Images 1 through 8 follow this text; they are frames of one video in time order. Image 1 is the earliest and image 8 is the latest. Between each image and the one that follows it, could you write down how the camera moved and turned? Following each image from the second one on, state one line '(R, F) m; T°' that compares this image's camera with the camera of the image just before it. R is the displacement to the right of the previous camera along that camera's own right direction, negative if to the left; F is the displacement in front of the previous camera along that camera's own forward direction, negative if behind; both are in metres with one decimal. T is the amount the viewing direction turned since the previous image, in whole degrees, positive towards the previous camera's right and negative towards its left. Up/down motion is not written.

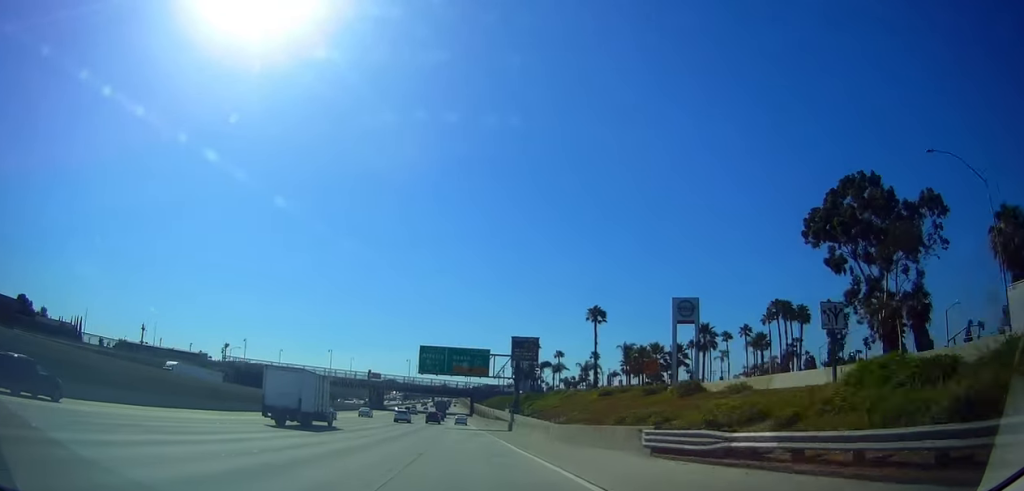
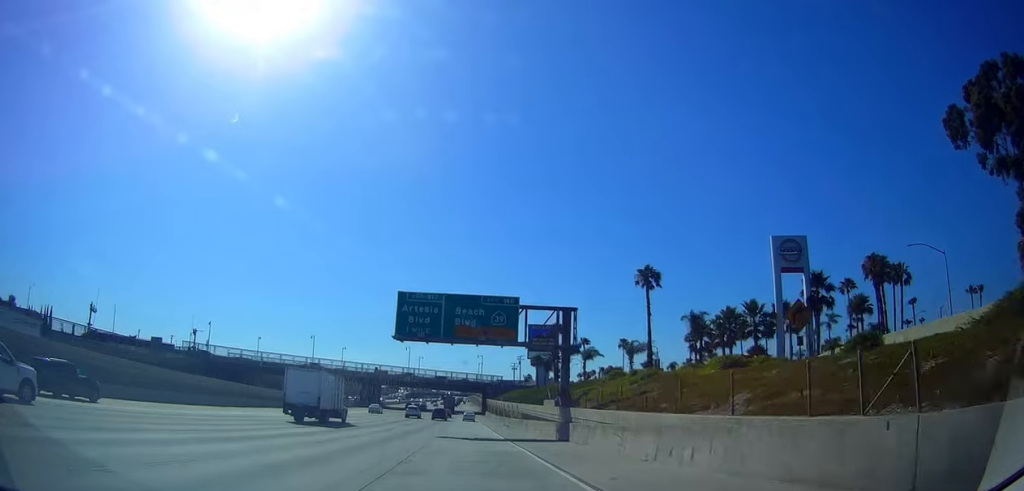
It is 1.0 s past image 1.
(-0.2, +27.0) m; 0°
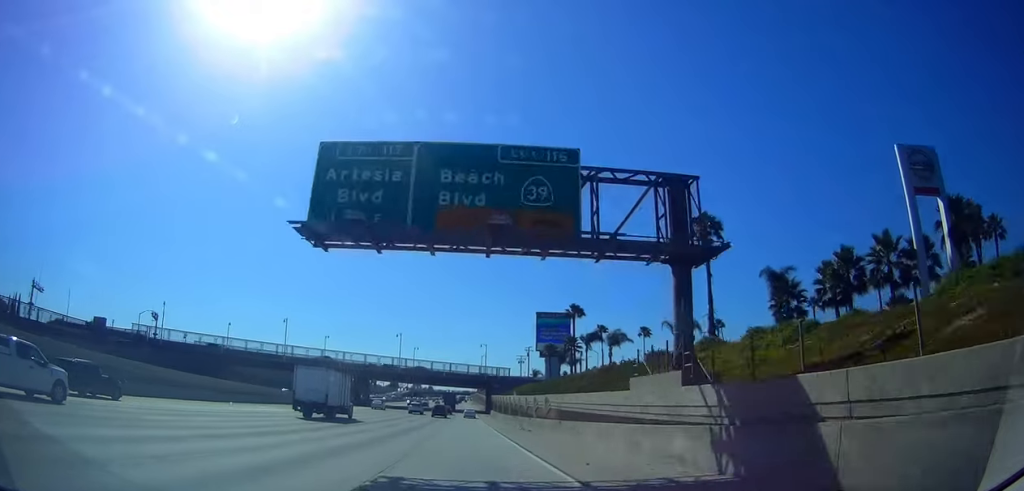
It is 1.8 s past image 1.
(+0.3, +20.7) m; -1°
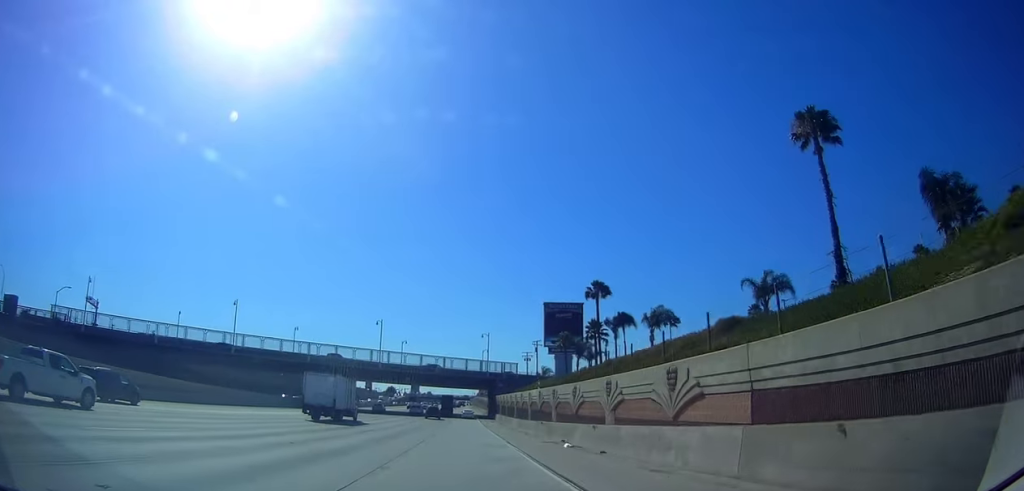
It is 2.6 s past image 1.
(-0.9, +23.4) m; -2°
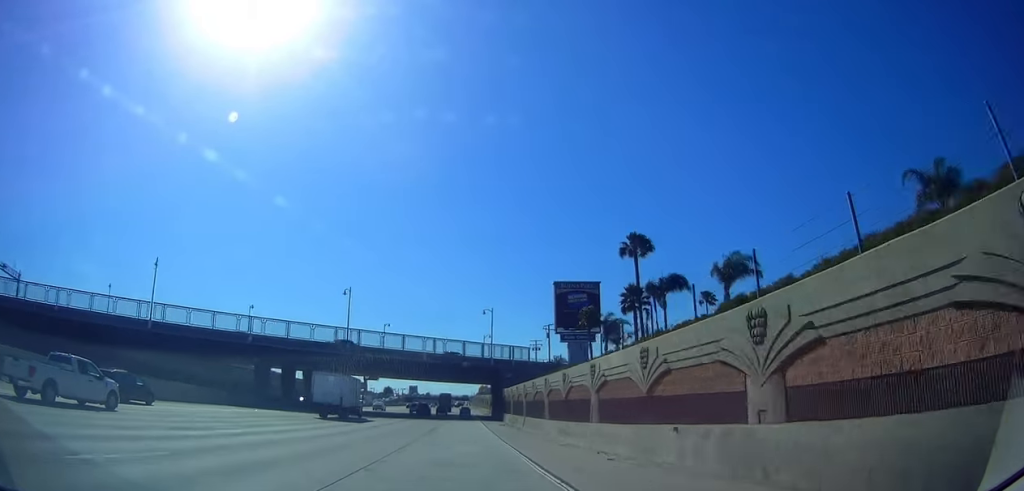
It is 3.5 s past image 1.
(0.0, +23.3) m; +1°
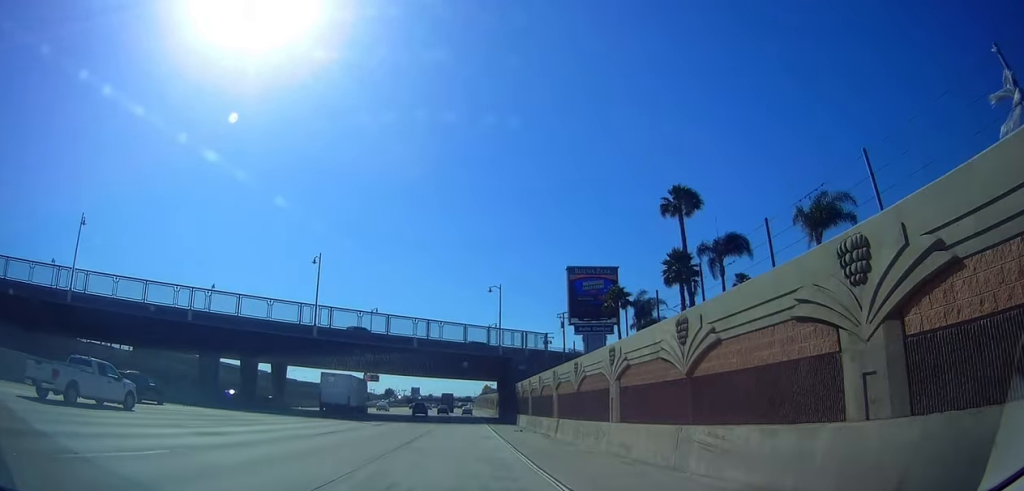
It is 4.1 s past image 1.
(+0.3, +15.2) m; +1°
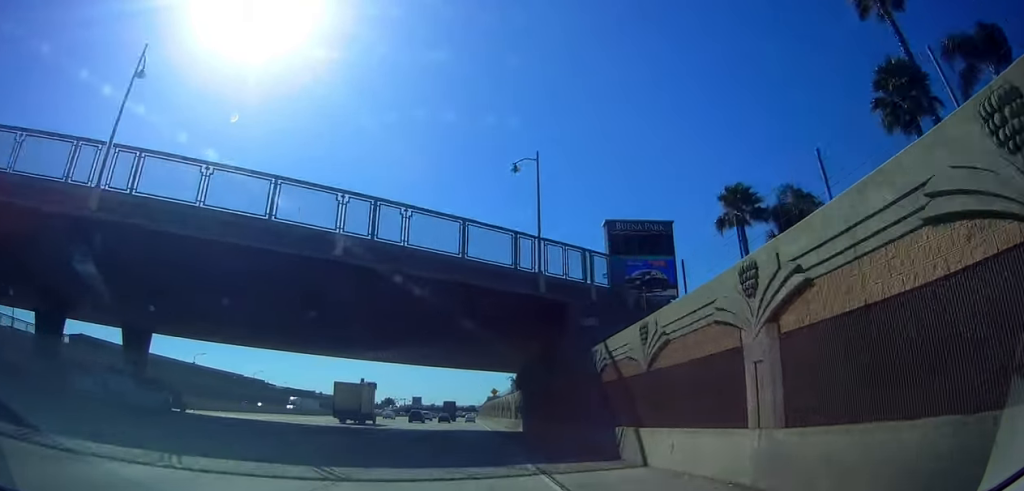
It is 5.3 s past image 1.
(+0.3, +33.8) m; -1°
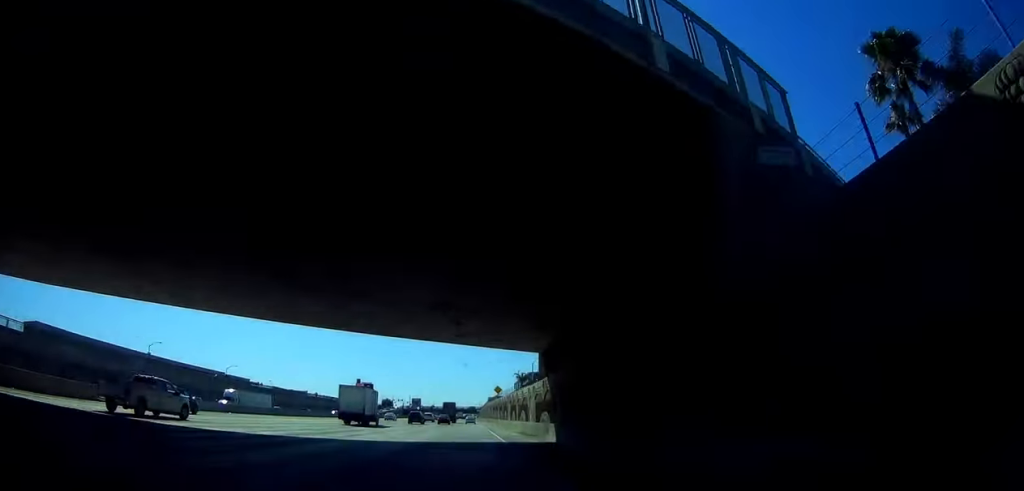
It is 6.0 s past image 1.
(-0.3, +20.2) m; -1°
